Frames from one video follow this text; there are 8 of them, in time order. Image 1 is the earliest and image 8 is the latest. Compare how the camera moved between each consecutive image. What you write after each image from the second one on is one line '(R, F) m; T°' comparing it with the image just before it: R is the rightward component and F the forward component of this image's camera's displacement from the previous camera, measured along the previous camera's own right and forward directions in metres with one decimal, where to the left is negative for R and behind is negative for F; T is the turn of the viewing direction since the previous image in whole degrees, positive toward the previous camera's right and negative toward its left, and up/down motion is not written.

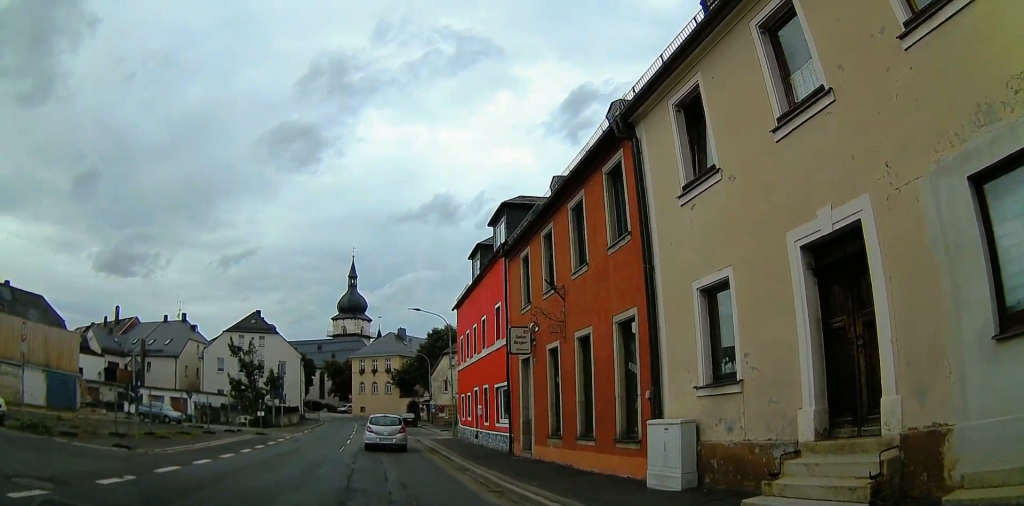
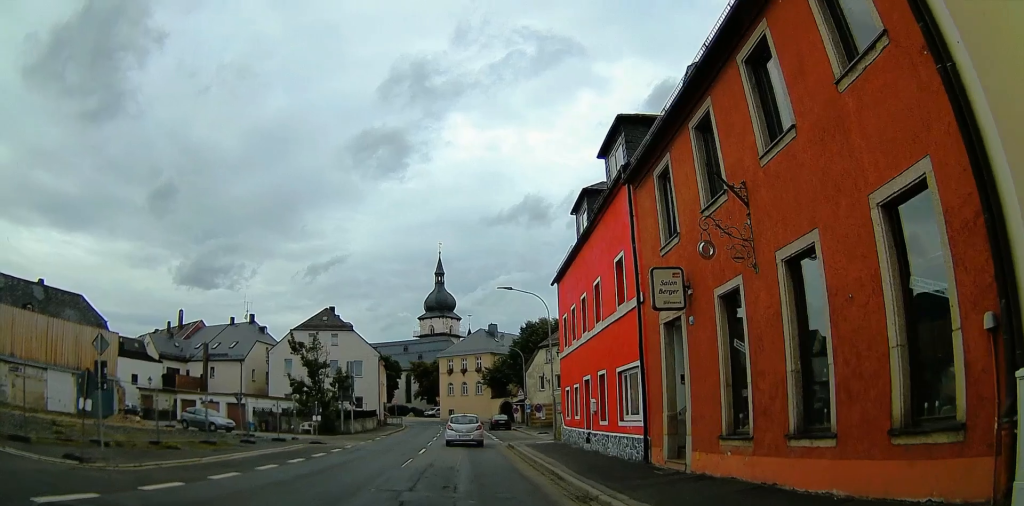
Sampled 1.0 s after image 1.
(-1.0, +4.6) m; -12°
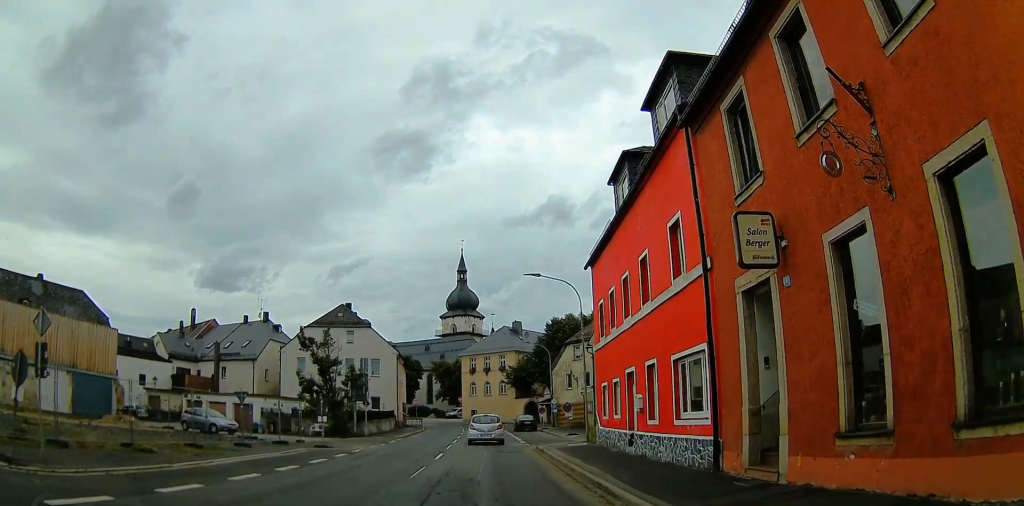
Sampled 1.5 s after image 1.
(0.0, +2.6) m; 0°
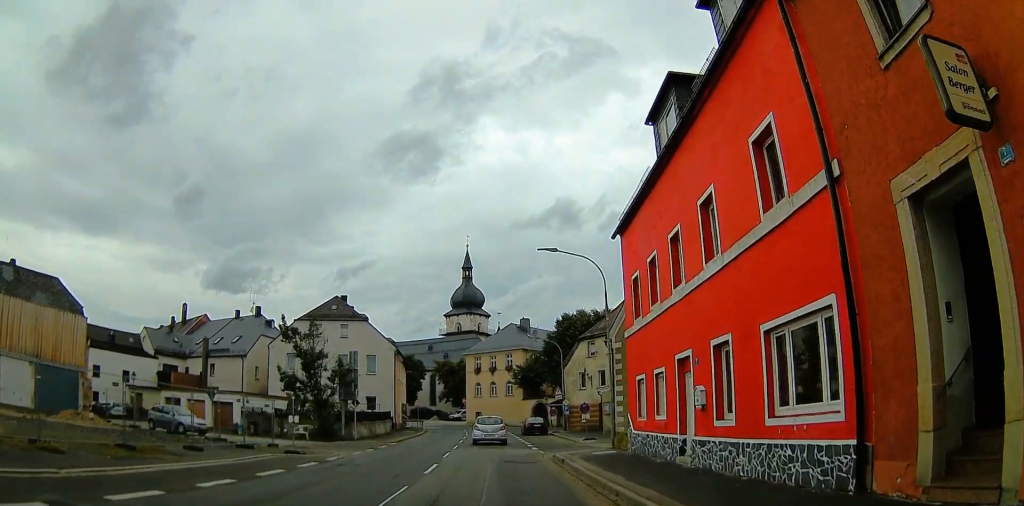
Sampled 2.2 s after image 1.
(0.0, +4.1) m; 0°
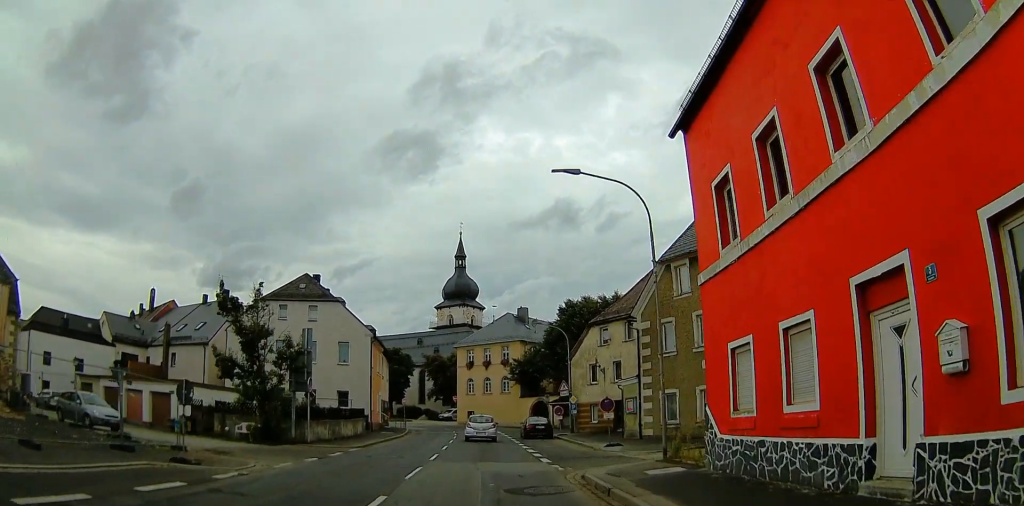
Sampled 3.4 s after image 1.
(0.0, +8.1) m; 0°
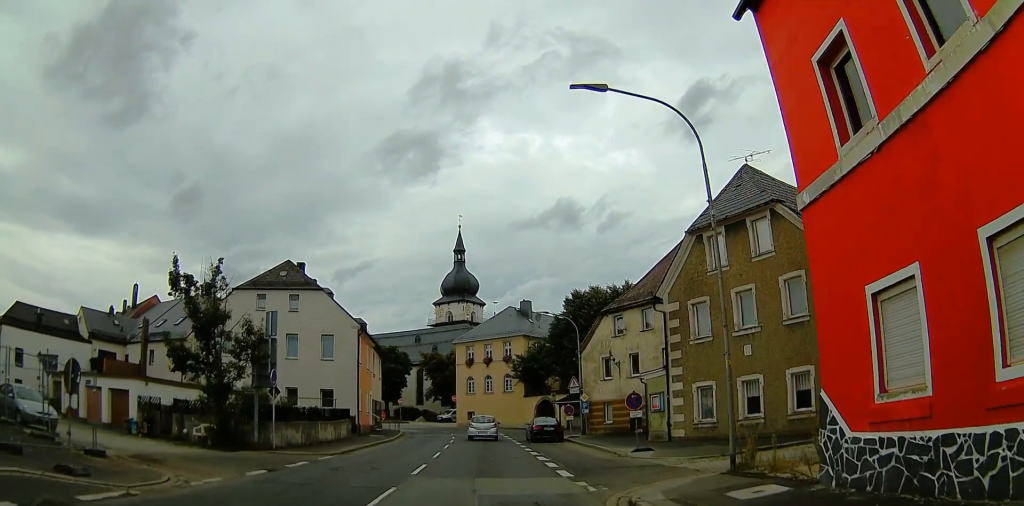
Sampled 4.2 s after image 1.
(0.0, +5.6) m; 0°
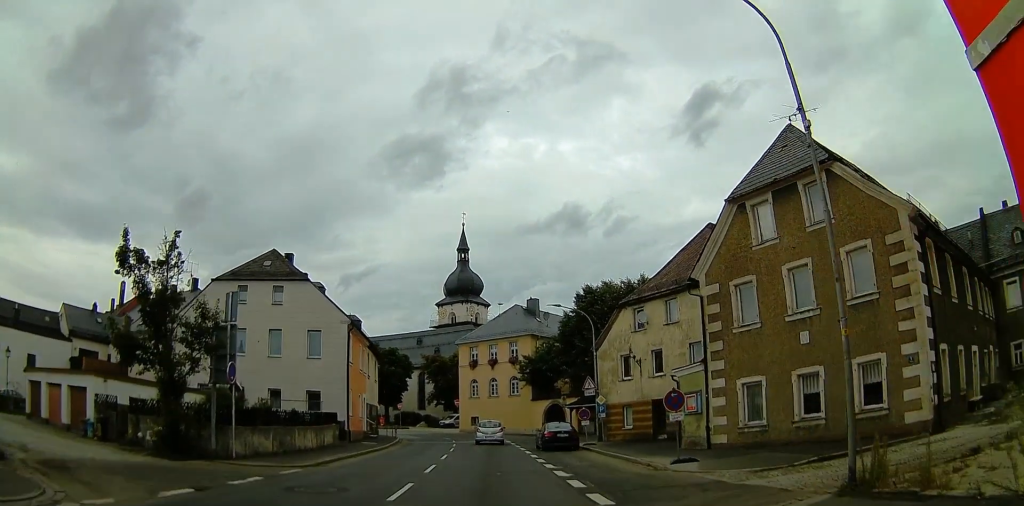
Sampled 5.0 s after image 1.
(0.0, +5.3) m; 0°
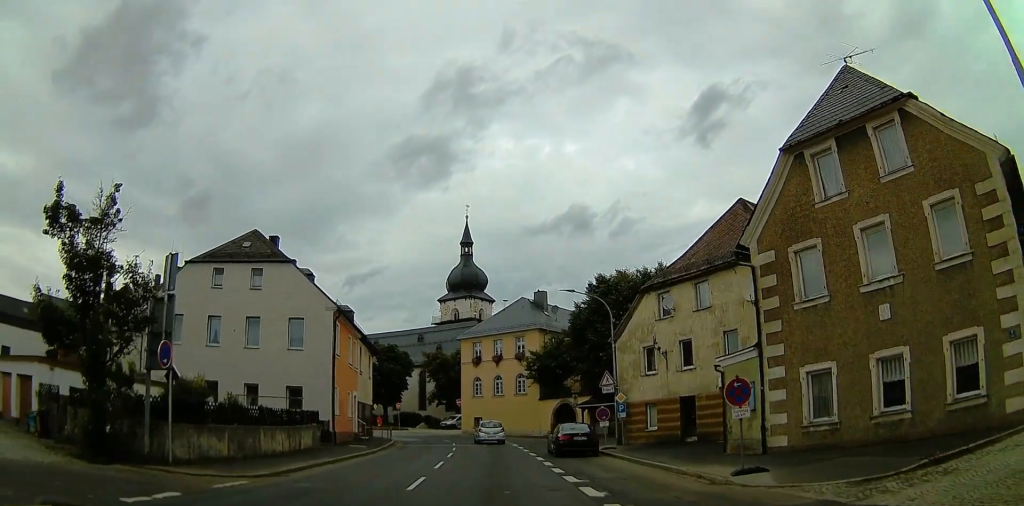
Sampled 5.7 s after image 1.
(0.0, +5.4) m; +2°
